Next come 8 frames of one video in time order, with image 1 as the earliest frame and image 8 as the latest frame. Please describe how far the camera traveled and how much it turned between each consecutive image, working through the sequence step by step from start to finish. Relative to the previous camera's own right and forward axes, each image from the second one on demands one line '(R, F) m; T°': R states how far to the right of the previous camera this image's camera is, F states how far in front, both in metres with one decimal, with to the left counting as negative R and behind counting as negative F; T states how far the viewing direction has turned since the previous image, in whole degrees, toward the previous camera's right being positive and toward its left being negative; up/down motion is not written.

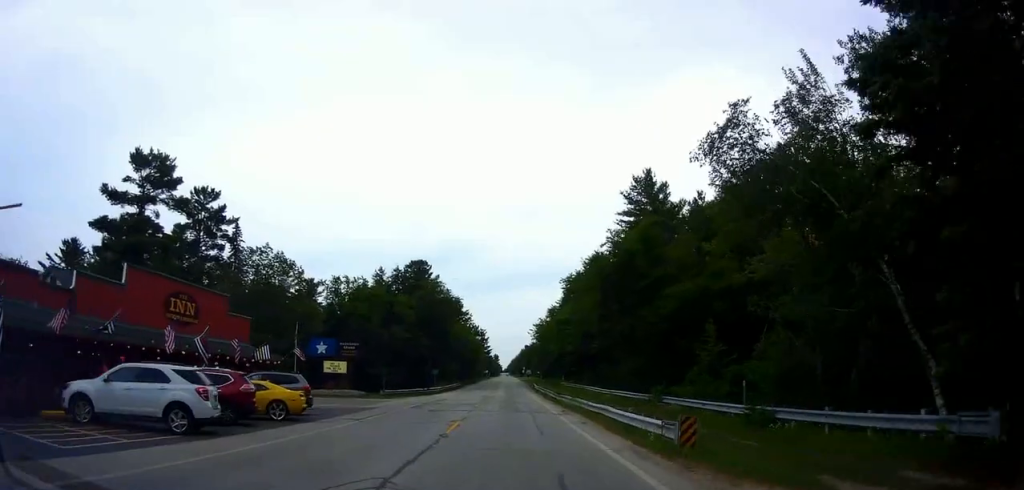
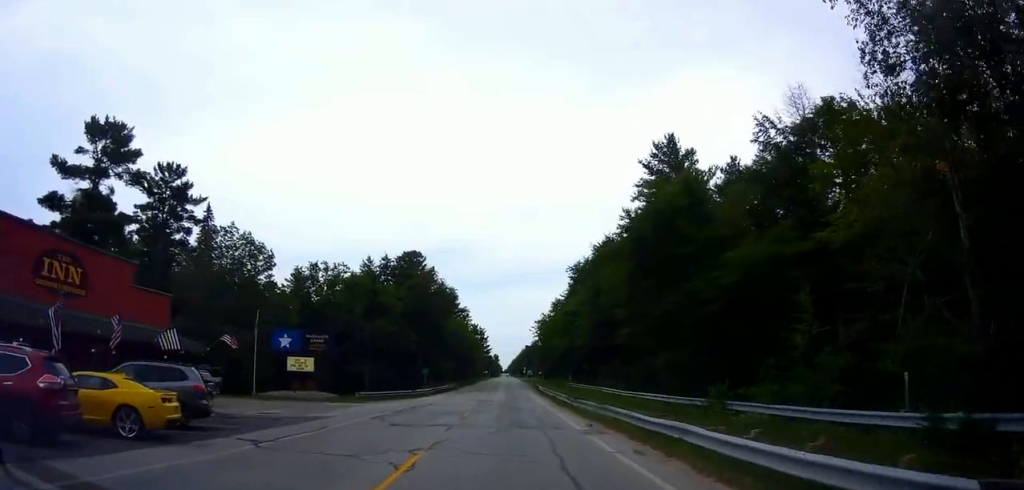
(-0.1, +9.1) m; -2°
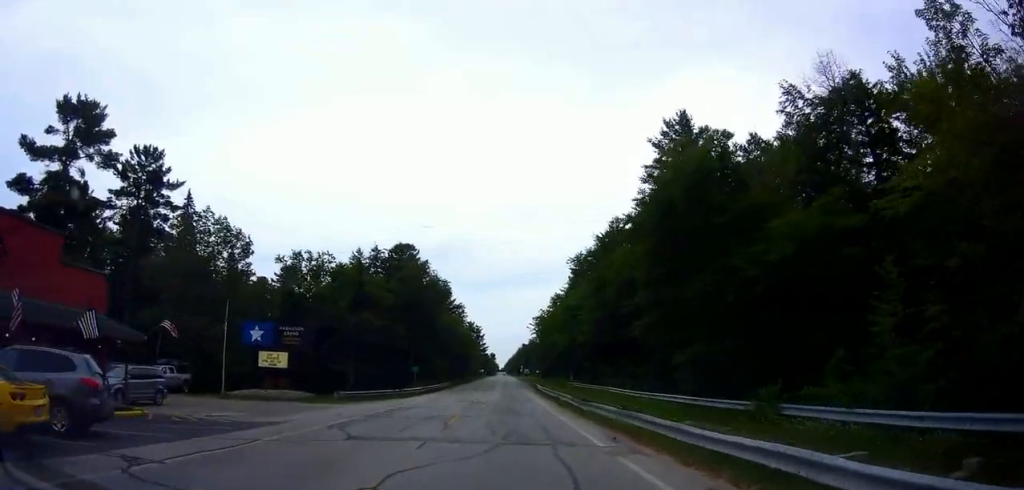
(-0.2, +5.0) m; -1°
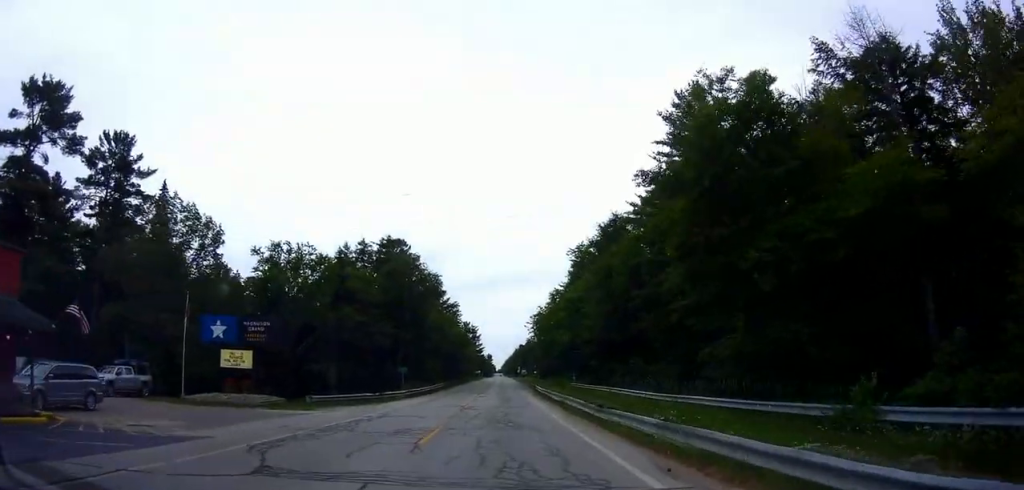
(-0.1, +5.7) m; +1°
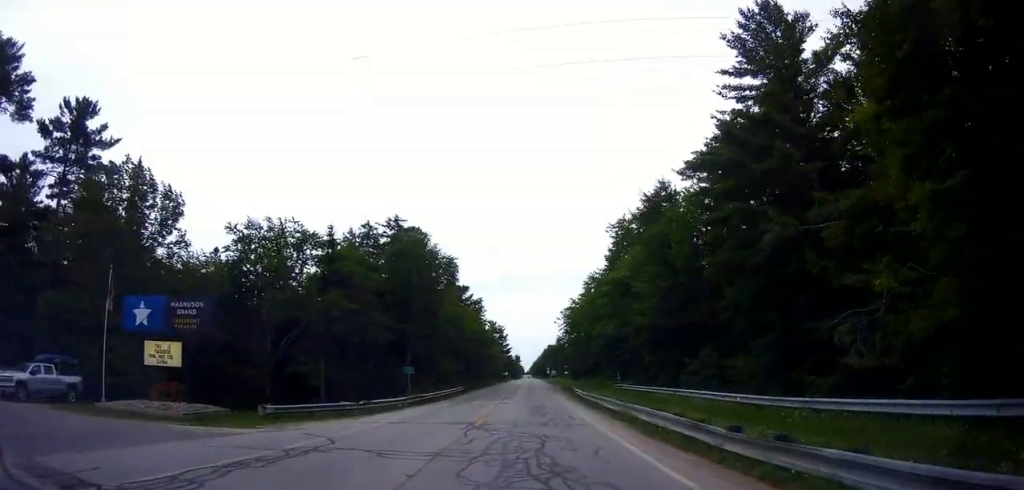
(+0.5, +12.5) m; +2°
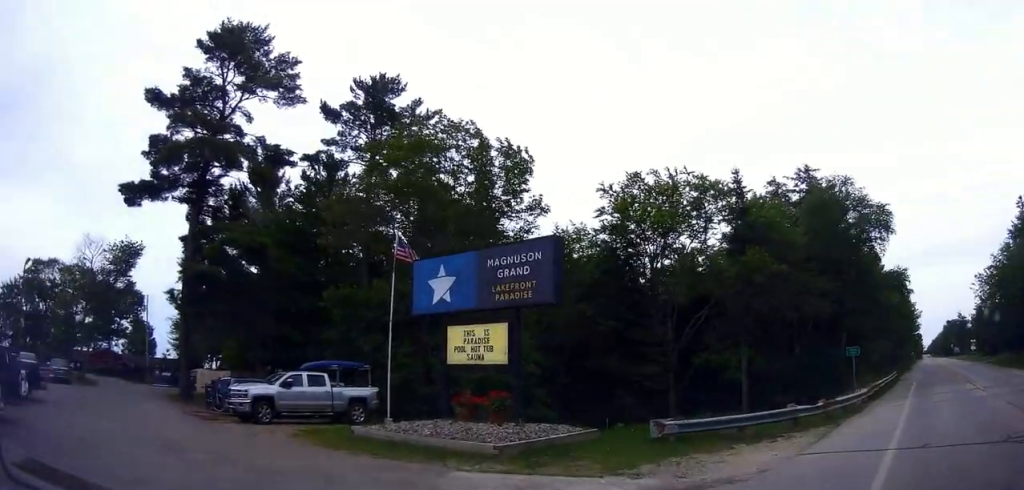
(-2.8, +12.2) m; -40°
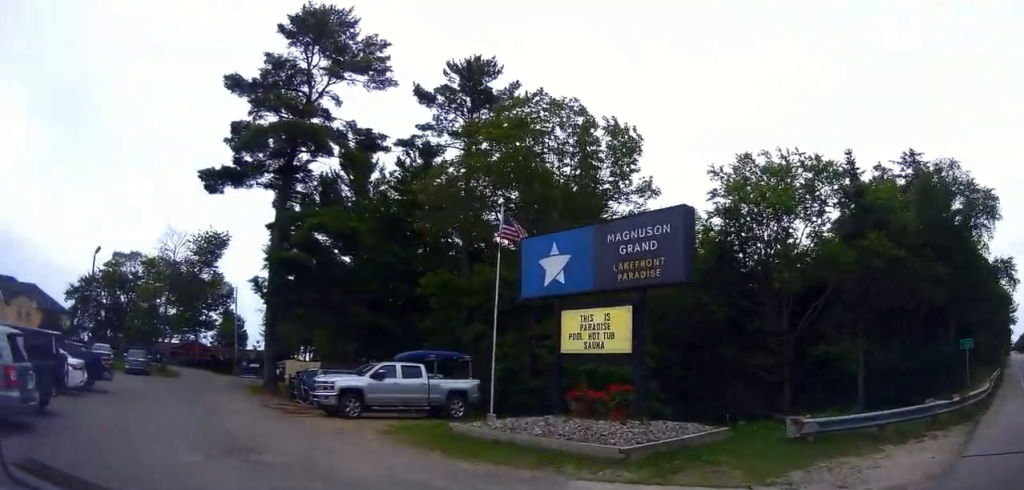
(-0.3, +1.7) m; -8°
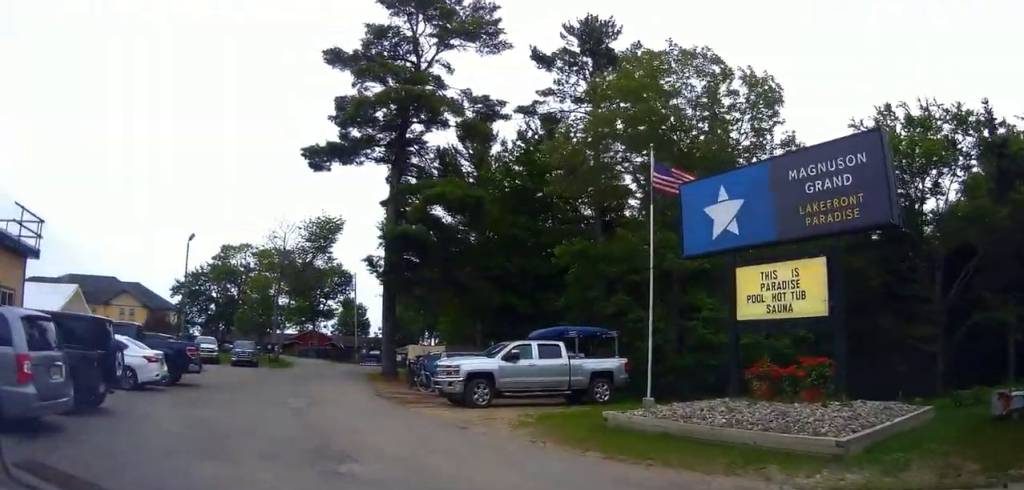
(-0.1, +2.5) m; -11°
